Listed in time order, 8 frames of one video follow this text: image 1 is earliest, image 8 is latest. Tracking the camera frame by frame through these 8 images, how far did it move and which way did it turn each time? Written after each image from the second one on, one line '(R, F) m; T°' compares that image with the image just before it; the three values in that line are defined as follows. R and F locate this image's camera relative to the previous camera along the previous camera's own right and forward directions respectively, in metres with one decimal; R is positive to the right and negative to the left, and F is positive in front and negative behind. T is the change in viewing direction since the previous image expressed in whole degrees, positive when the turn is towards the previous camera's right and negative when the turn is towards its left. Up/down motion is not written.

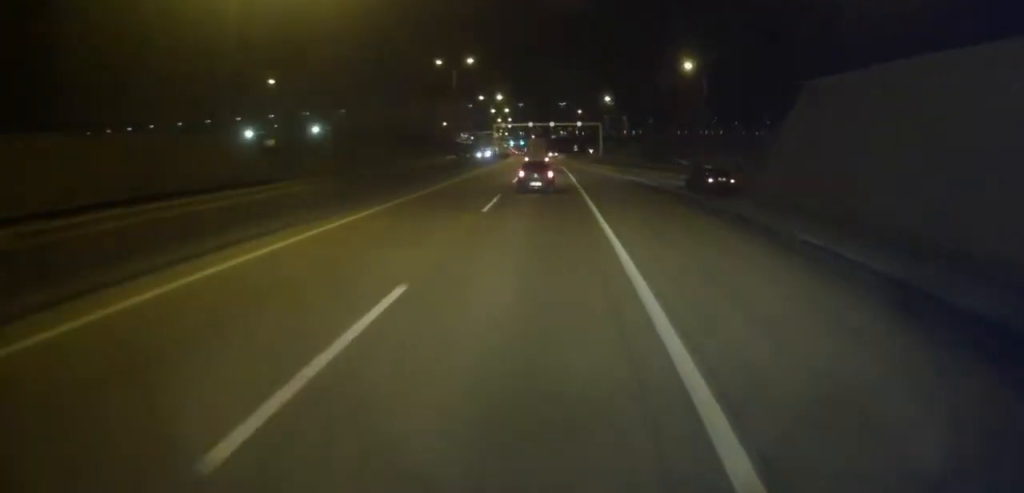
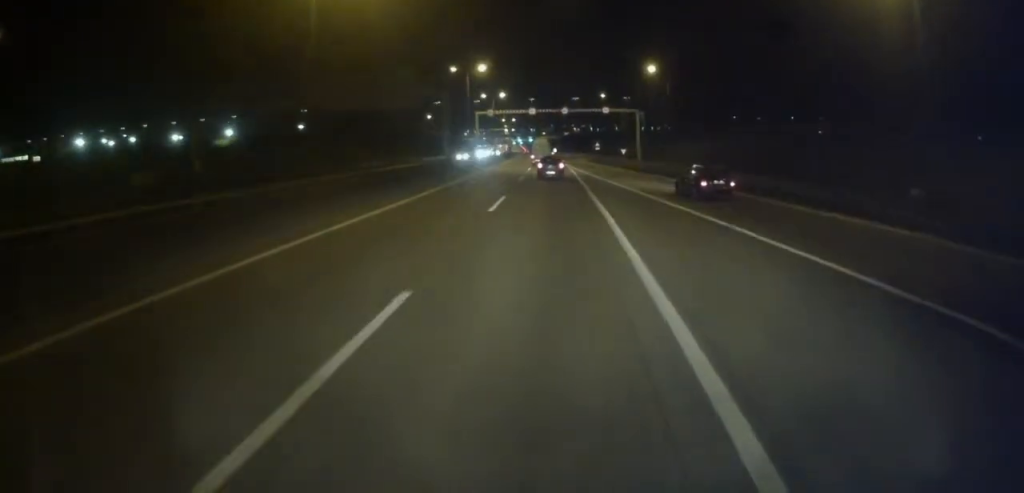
(-0.1, +33.0) m; 0°
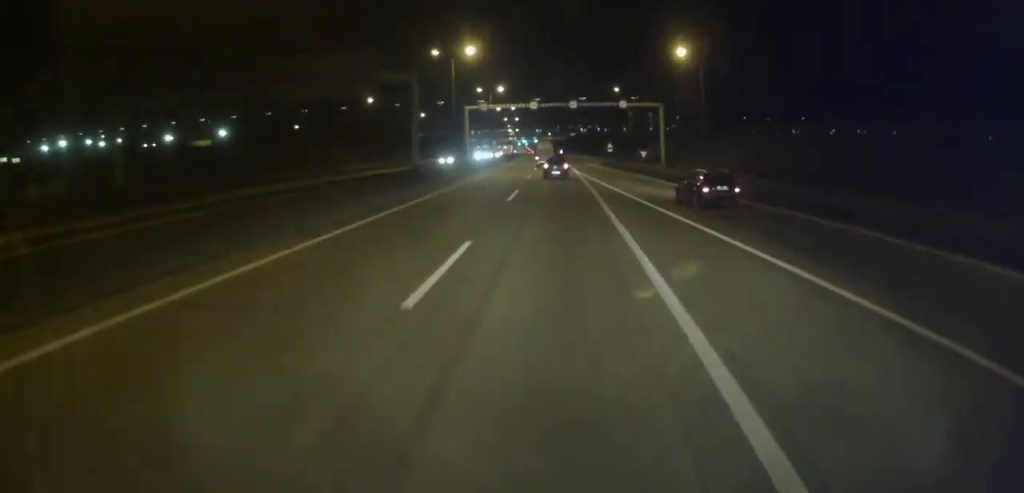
(0.0, +10.9) m; 0°
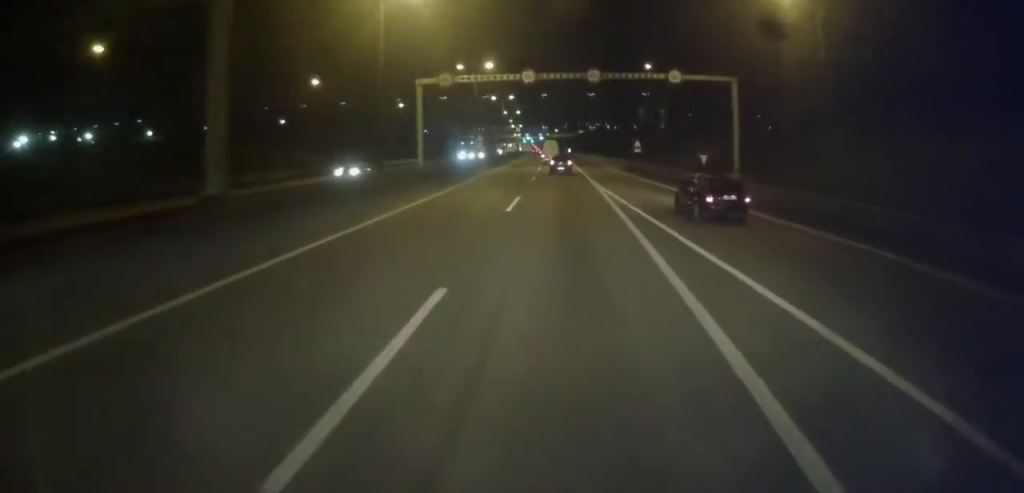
(0.0, +19.8) m; -1°
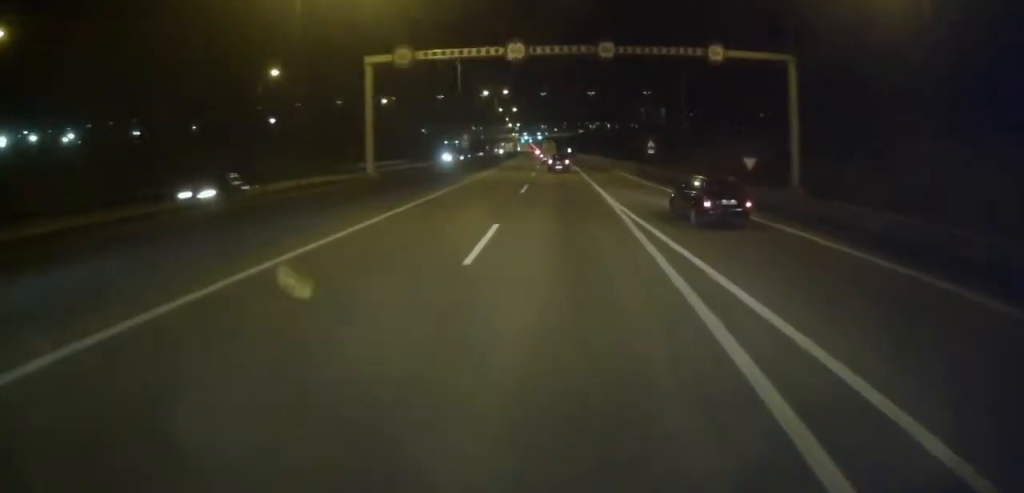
(-0.1, +9.3) m; -1°
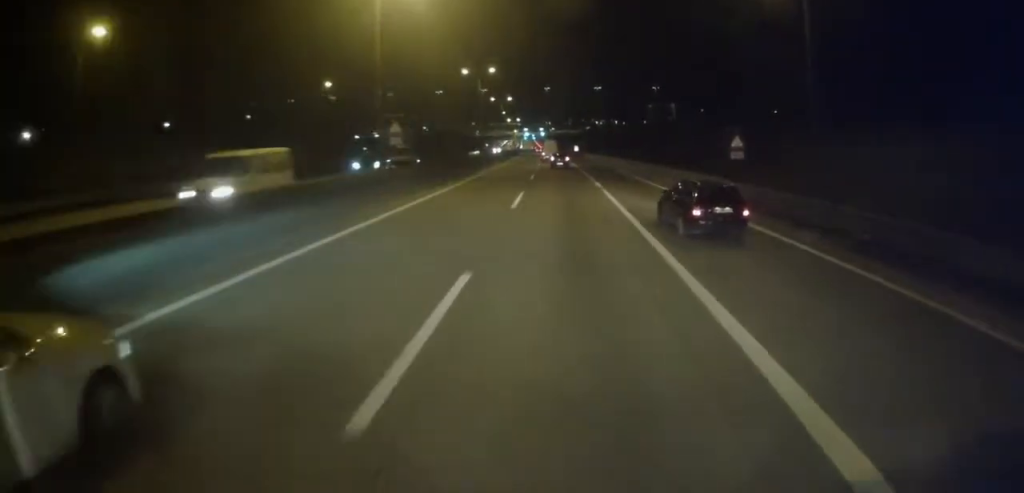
(-0.4, +26.4) m; -1°
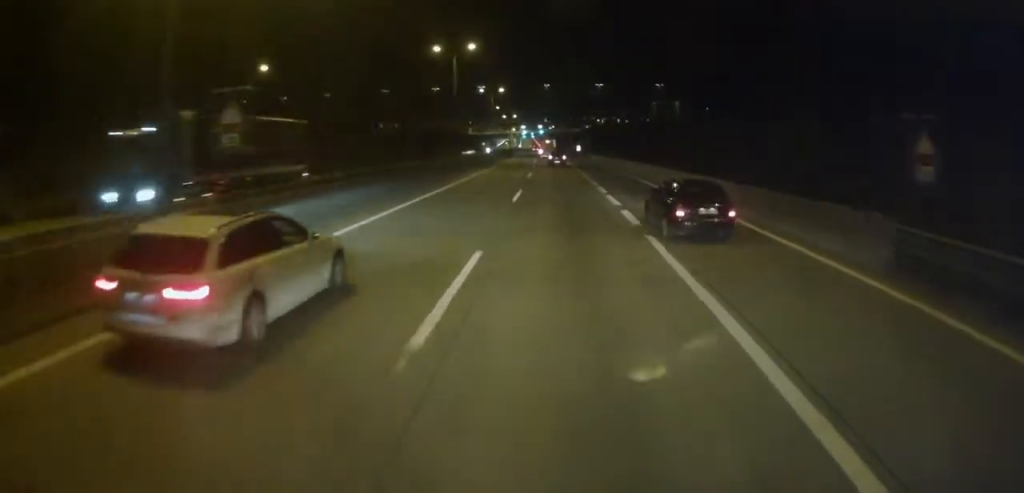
(-0.1, +17.9) m; 0°
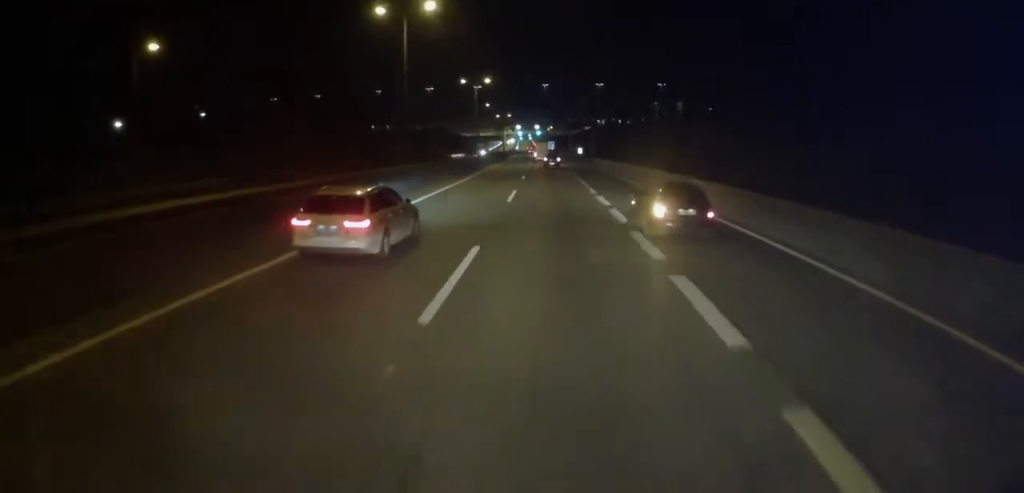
(0.0, +17.7) m; 0°
